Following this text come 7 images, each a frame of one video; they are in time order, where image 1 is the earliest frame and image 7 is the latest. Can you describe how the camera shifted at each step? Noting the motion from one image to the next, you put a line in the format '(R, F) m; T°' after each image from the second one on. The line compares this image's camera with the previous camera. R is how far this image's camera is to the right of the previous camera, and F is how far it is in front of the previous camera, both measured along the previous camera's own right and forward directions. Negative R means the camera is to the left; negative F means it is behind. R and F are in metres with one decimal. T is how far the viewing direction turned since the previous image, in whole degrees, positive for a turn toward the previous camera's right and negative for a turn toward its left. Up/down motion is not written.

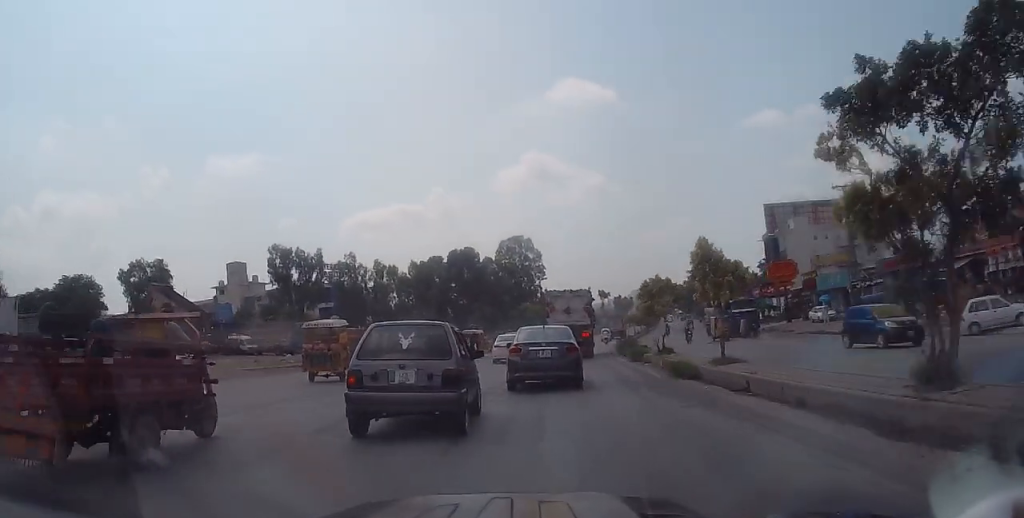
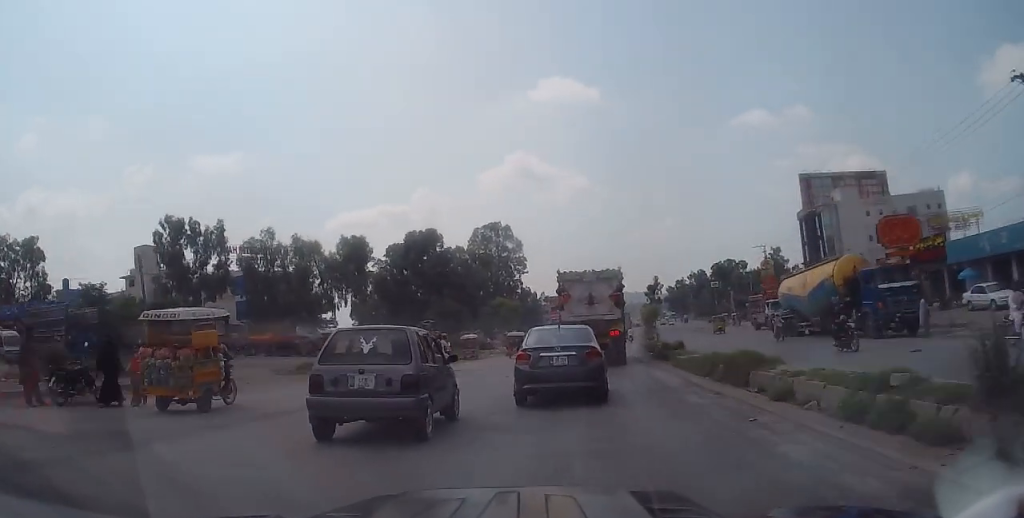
(+0.8, +27.2) m; +6°
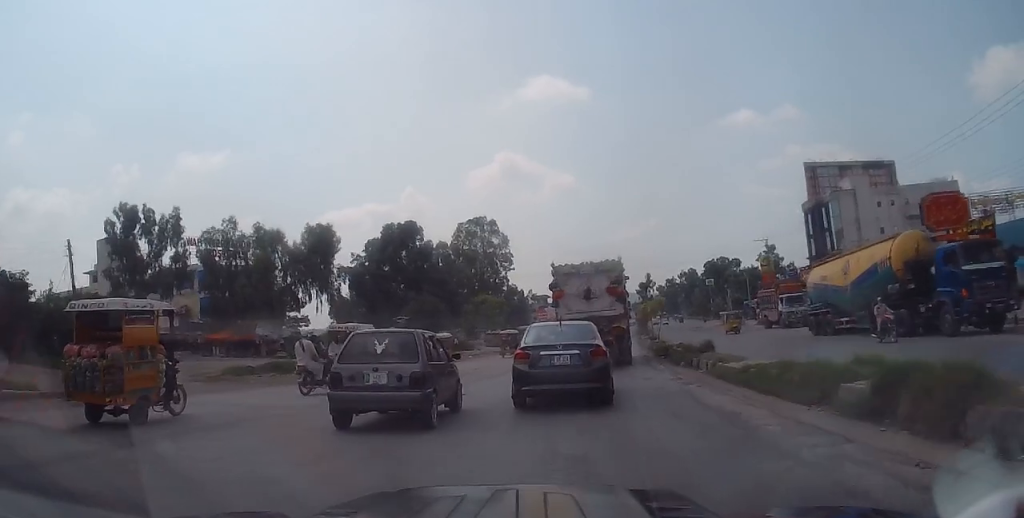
(-0.1, +7.2) m; -1°
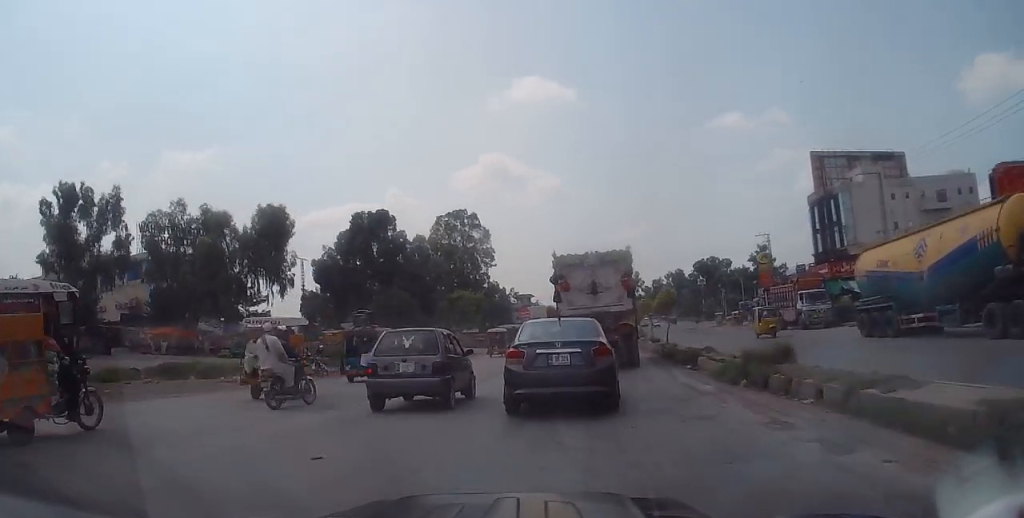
(0.0, +7.9) m; -1°
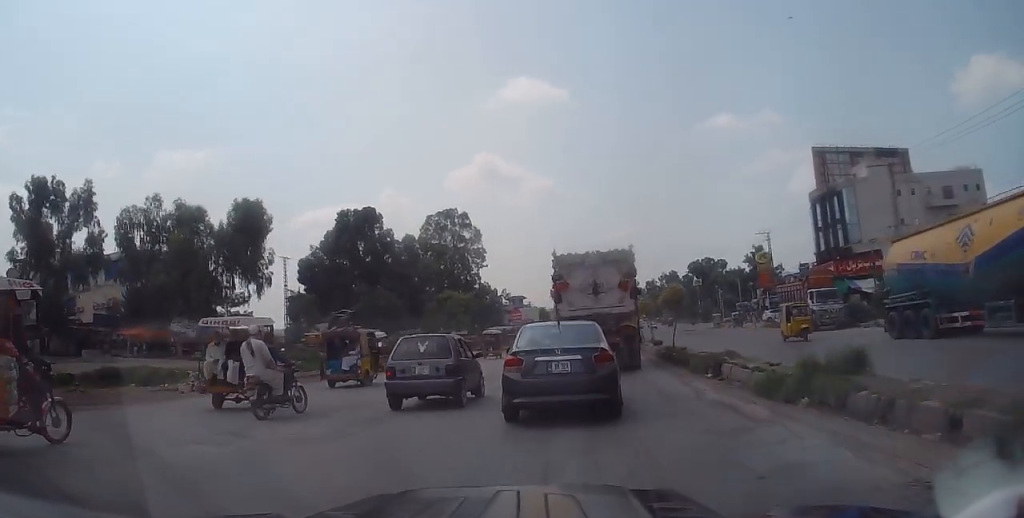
(-0.1, +3.2) m; +1°
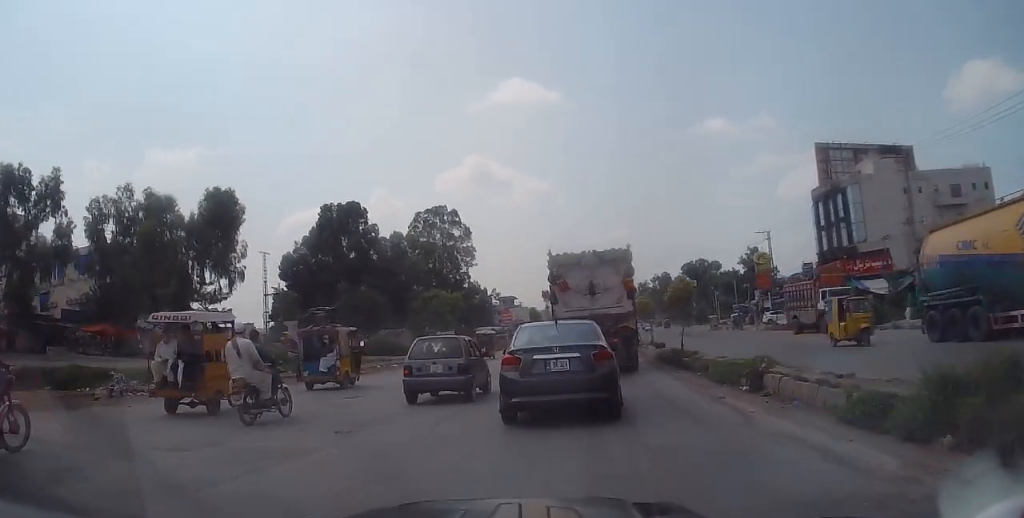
(-0.1, +3.7) m; +1°
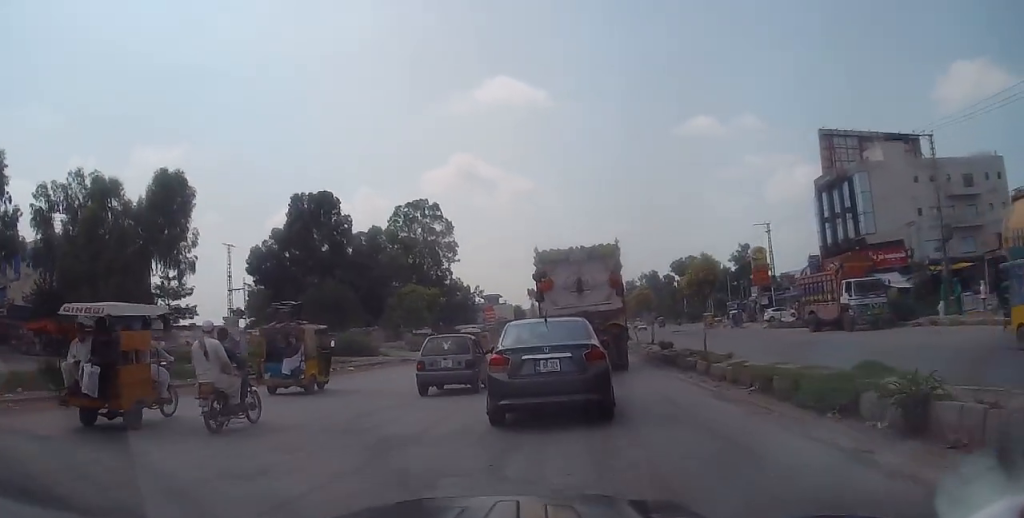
(+0.2, +5.4) m; 0°
